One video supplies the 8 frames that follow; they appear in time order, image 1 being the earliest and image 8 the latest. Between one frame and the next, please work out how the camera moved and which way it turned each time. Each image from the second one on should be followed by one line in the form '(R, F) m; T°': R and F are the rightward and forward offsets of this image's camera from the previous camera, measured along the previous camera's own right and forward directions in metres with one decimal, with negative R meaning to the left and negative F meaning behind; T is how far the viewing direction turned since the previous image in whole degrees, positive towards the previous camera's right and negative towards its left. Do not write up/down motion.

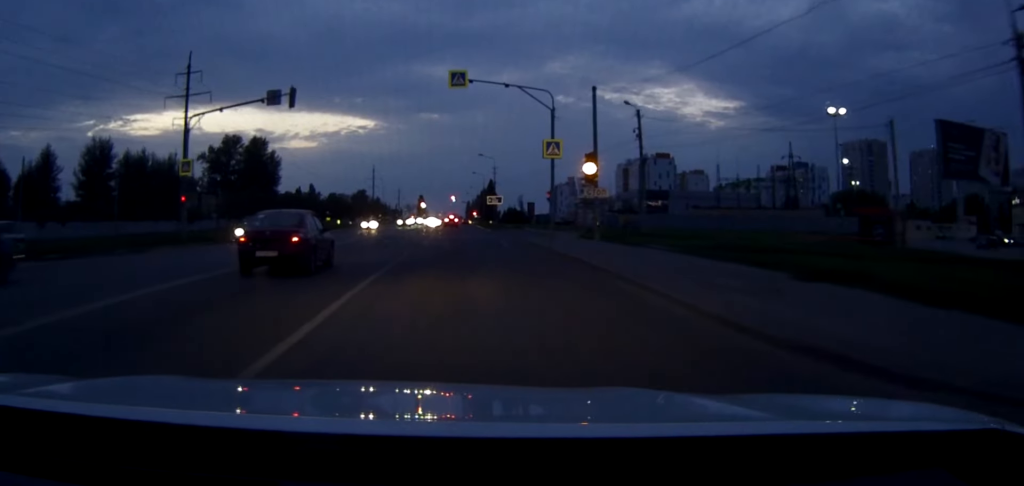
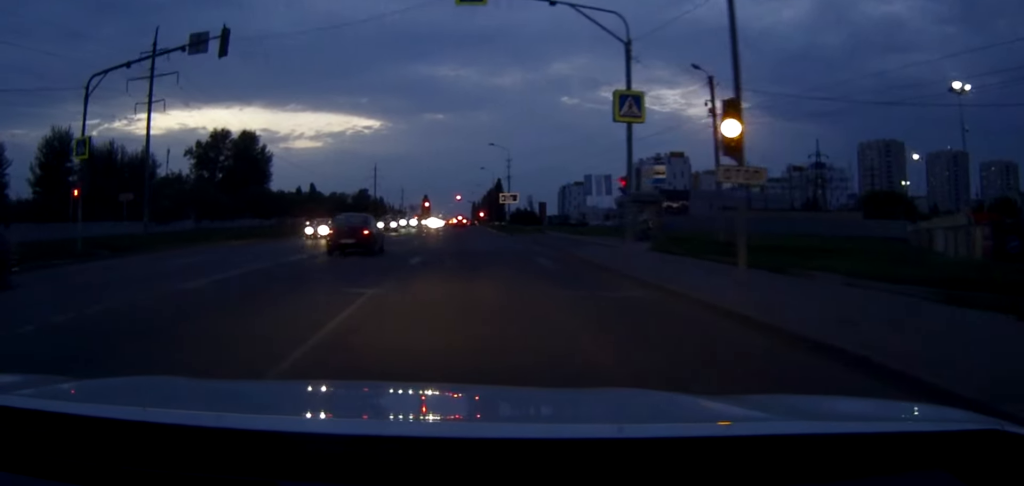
(-0.1, +13.0) m; -1°
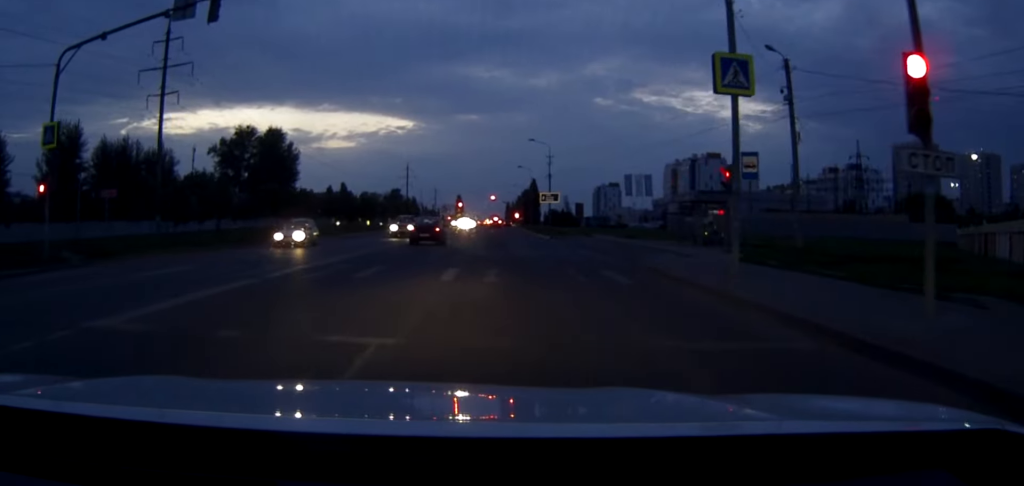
(0.0, +4.9) m; +2°
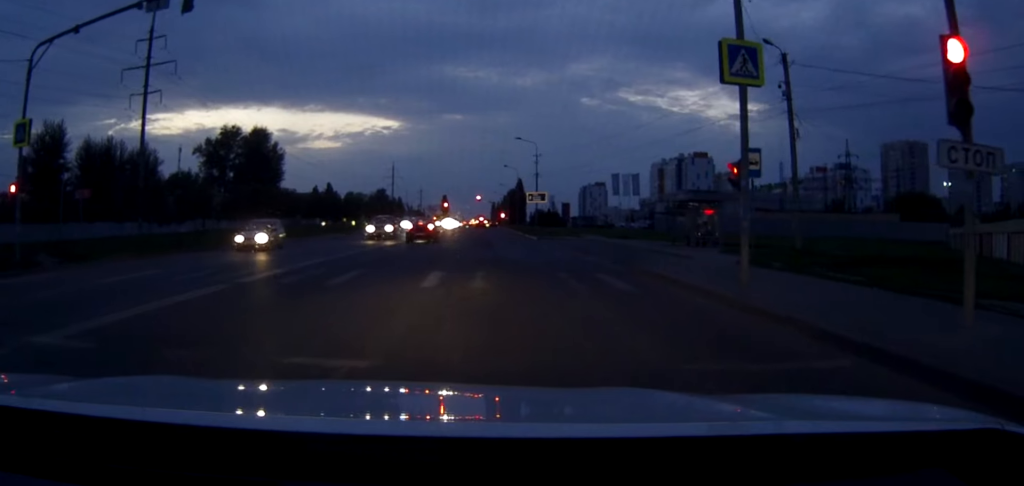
(0.0, +1.1) m; +2°
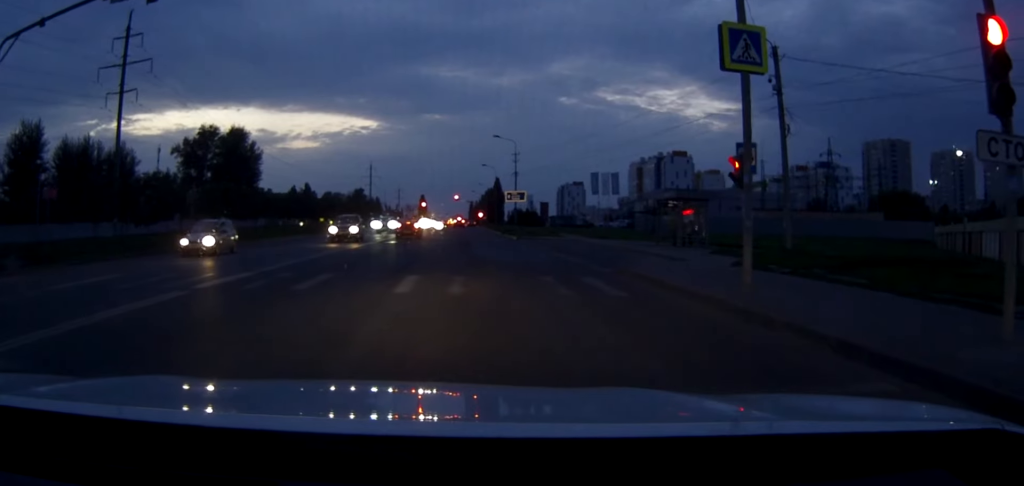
(0.0, +1.0) m; +1°
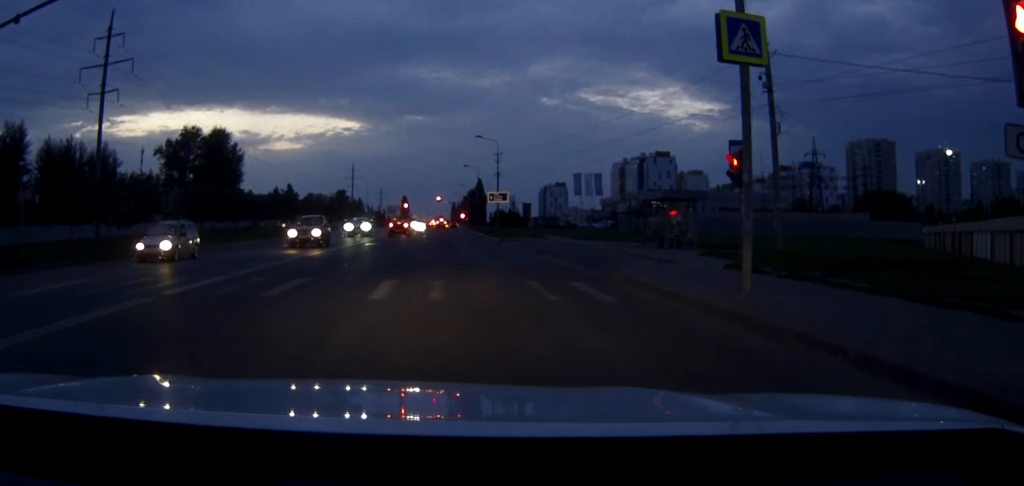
(0.0, +0.7) m; 0°
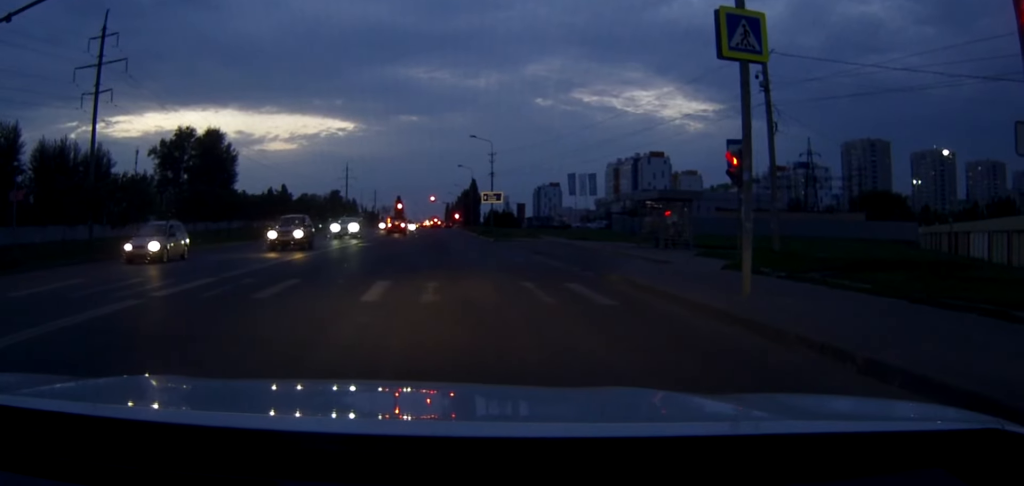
(0.0, +0.1) m; 0°
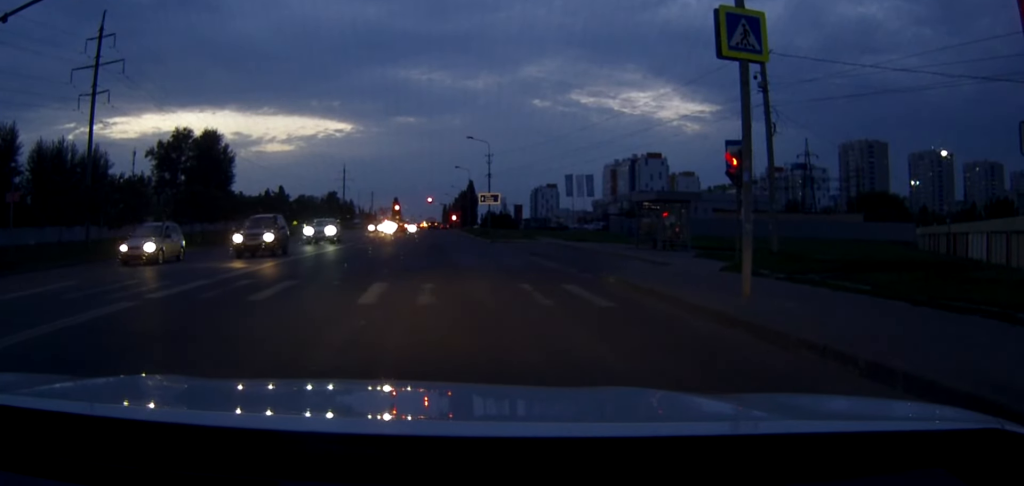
(0.0, +0.1) m; 0°
